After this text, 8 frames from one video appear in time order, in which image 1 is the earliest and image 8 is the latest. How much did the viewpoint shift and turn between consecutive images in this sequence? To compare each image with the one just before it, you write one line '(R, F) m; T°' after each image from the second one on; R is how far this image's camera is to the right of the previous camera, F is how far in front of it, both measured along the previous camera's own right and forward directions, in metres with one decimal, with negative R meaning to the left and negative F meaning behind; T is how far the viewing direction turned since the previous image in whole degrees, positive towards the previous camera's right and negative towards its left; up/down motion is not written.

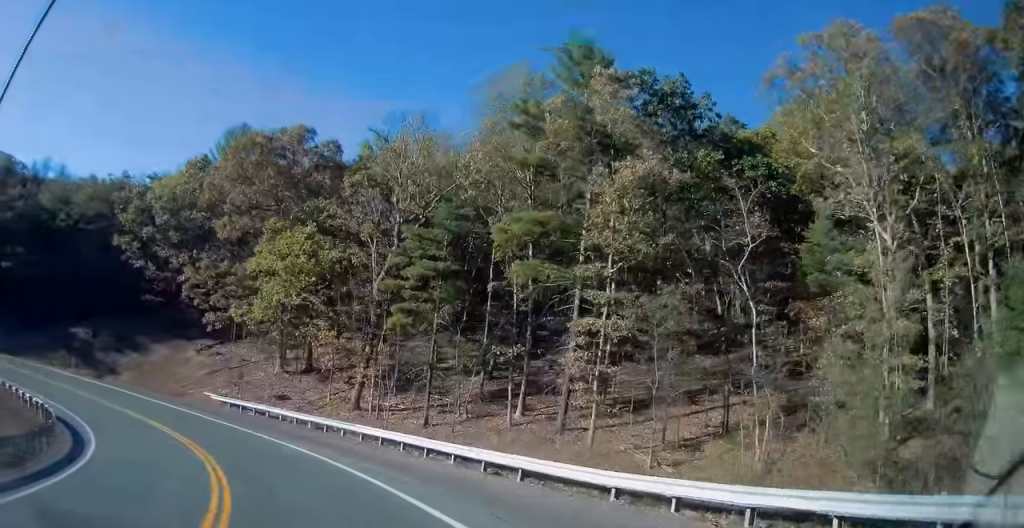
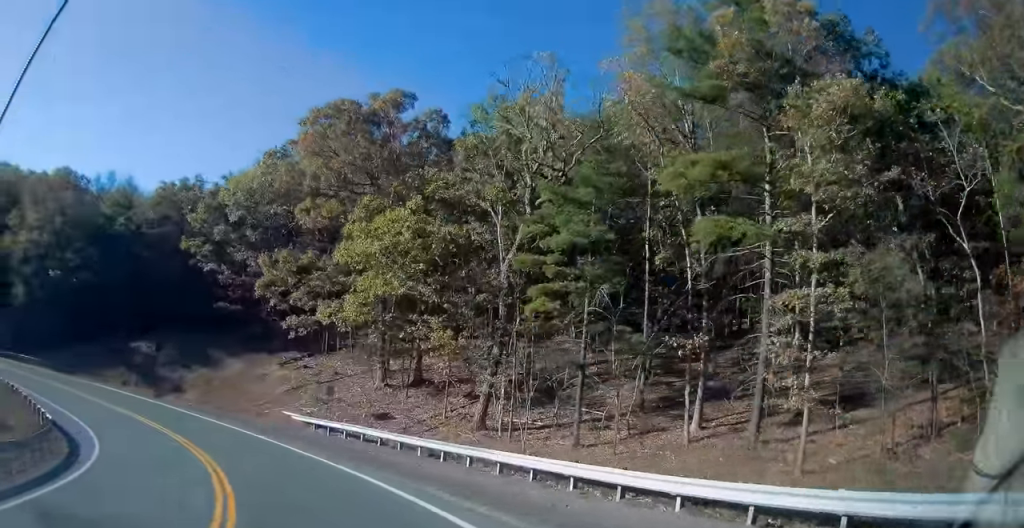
(-0.8, +8.3) m; -19°
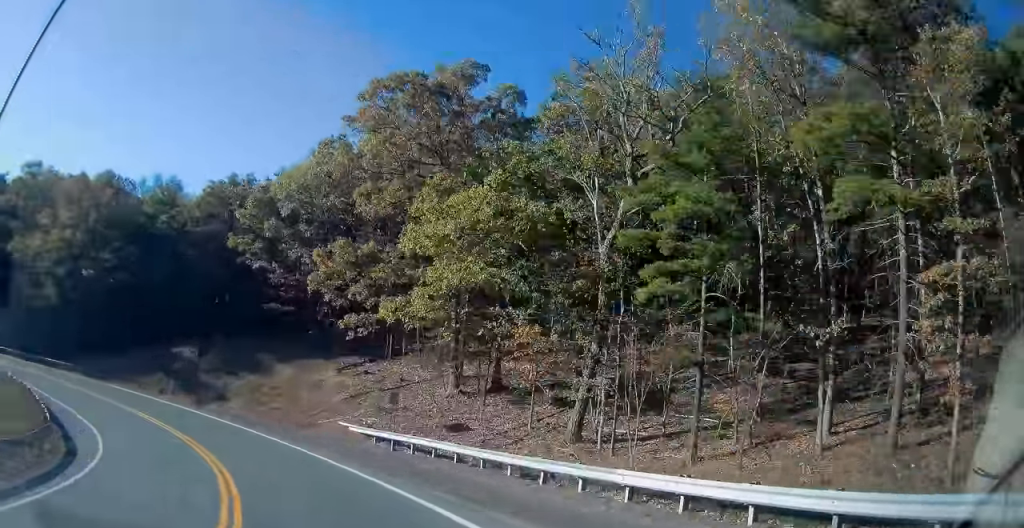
(+0.8, +4.6) m; -13°
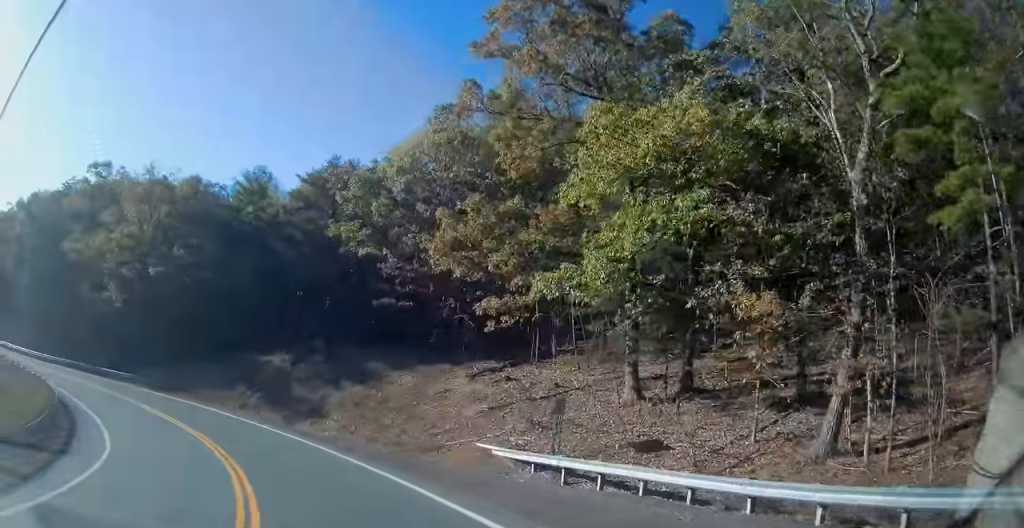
(-3.4, +8.2) m; -21°
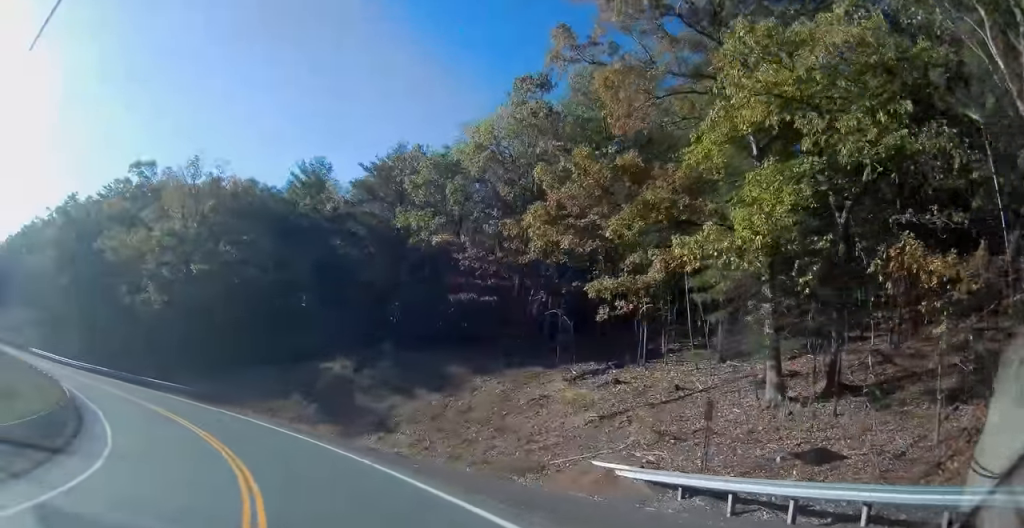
(-0.5, +5.4) m; -5°
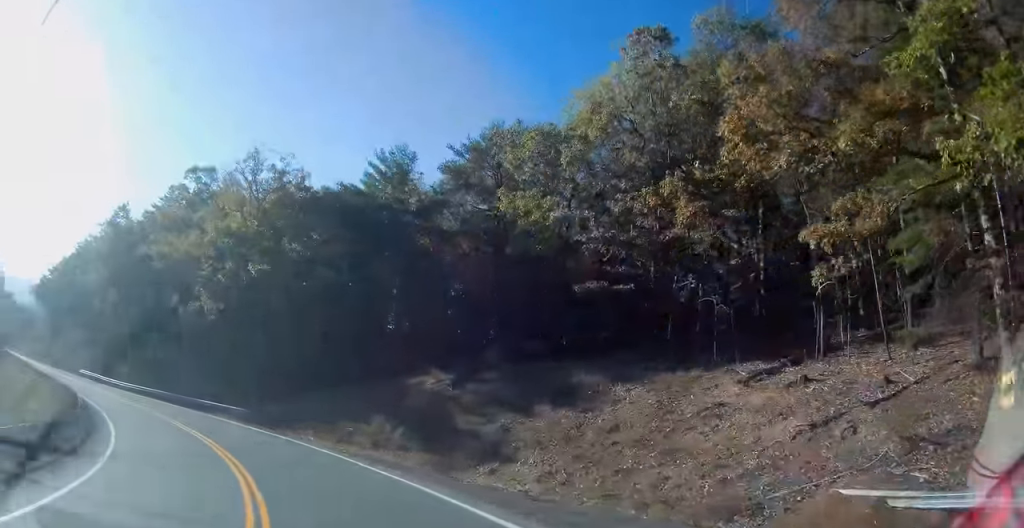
(-0.1, +7.2) m; -1°
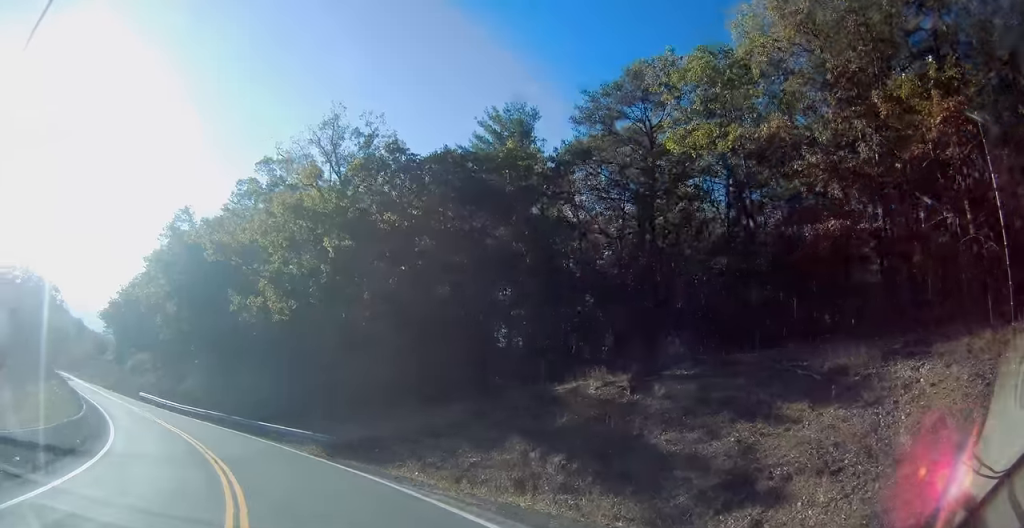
(0.0, +9.5) m; 0°
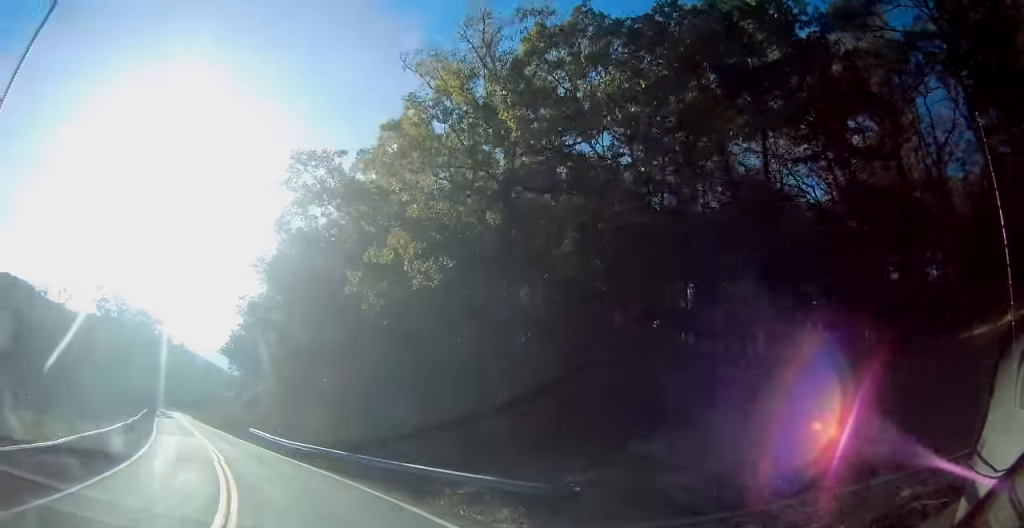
(0.0, +12.9) m; -3°
